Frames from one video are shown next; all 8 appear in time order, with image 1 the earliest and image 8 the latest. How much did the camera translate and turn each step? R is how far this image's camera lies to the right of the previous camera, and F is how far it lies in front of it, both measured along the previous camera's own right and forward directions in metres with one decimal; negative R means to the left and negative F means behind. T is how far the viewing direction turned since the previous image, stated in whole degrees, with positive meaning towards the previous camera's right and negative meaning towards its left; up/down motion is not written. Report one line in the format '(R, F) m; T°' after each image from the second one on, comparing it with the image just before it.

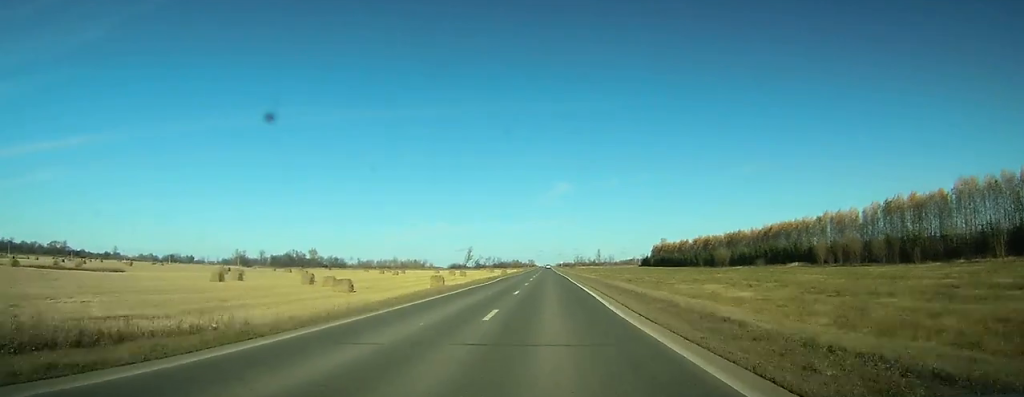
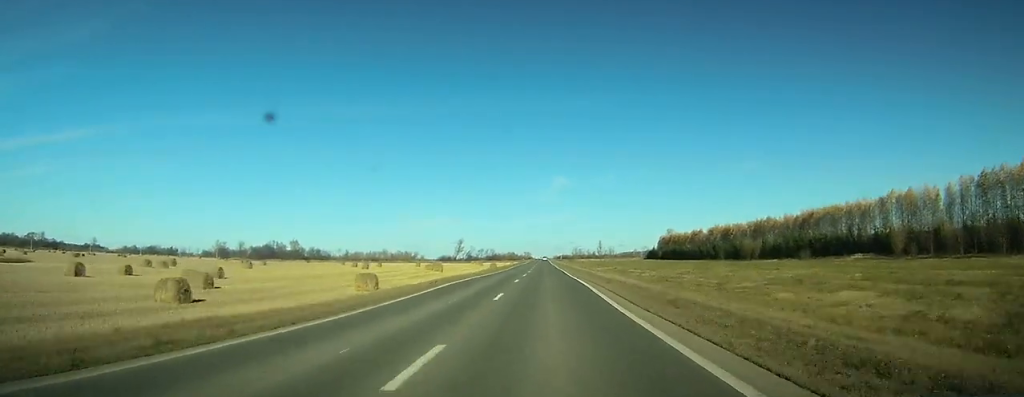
(0.0, +31.2) m; 0°
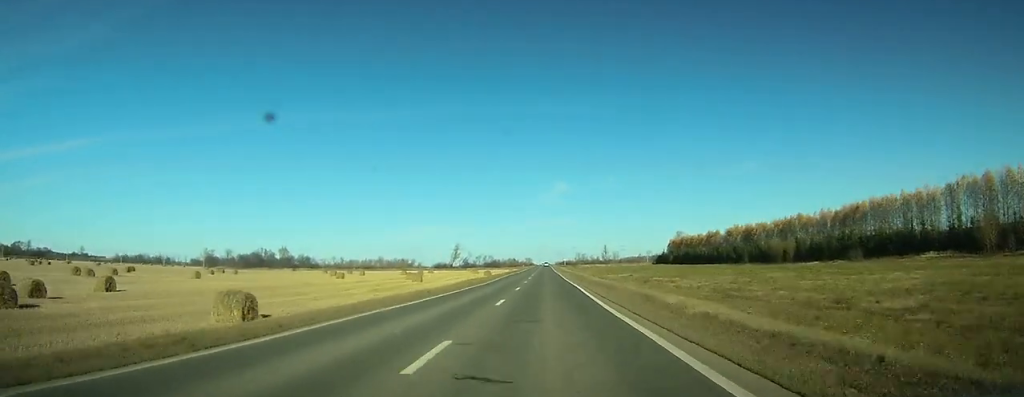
(0.0, +22.6) m; 0°
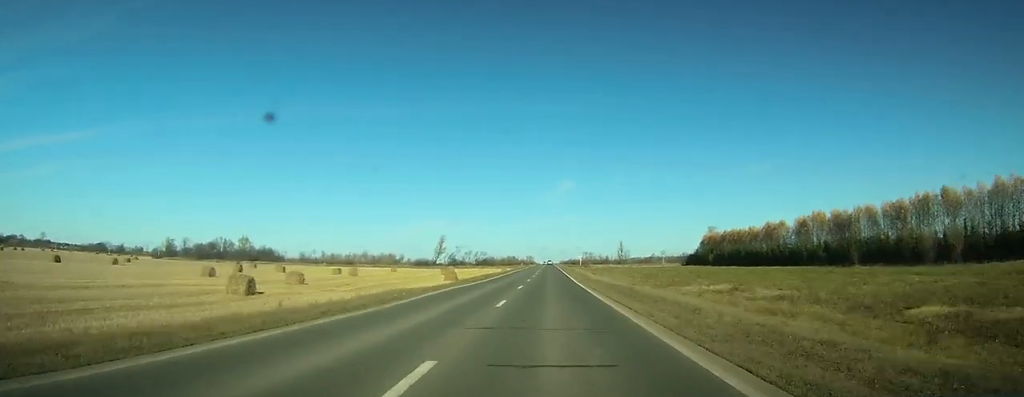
(0.0, +62.5) m; 0°
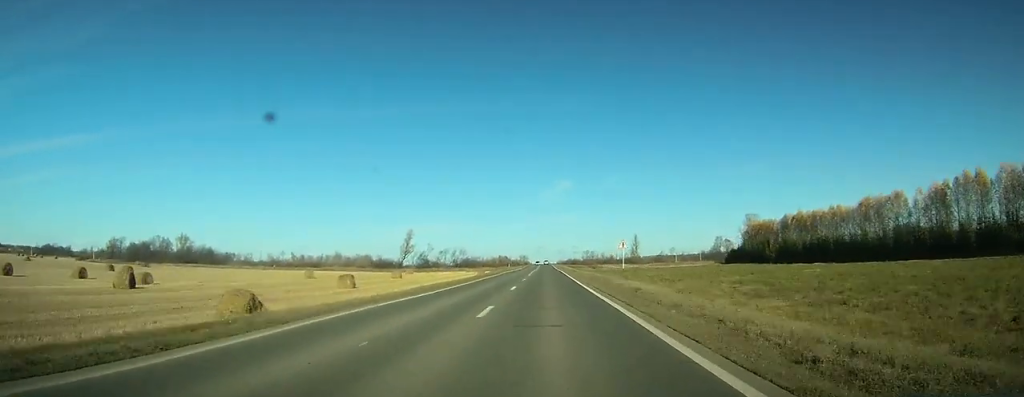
(+0.1, +62.3) m; 0°
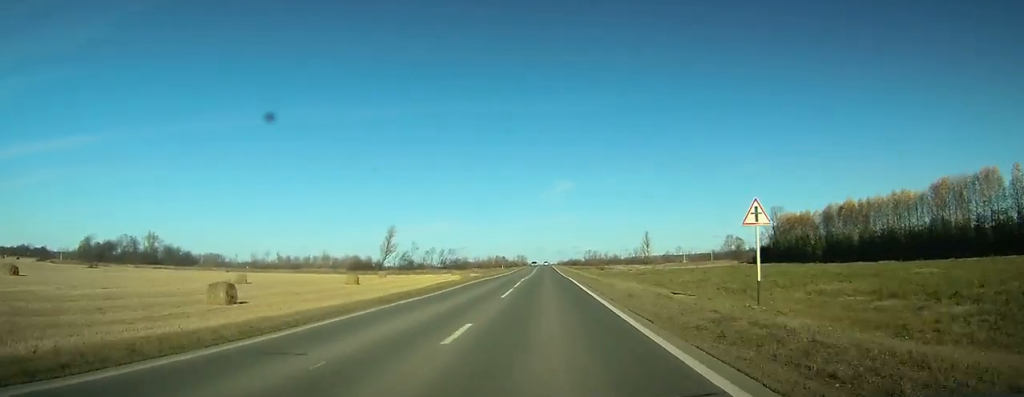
(0.0, +27.5) m; 0°
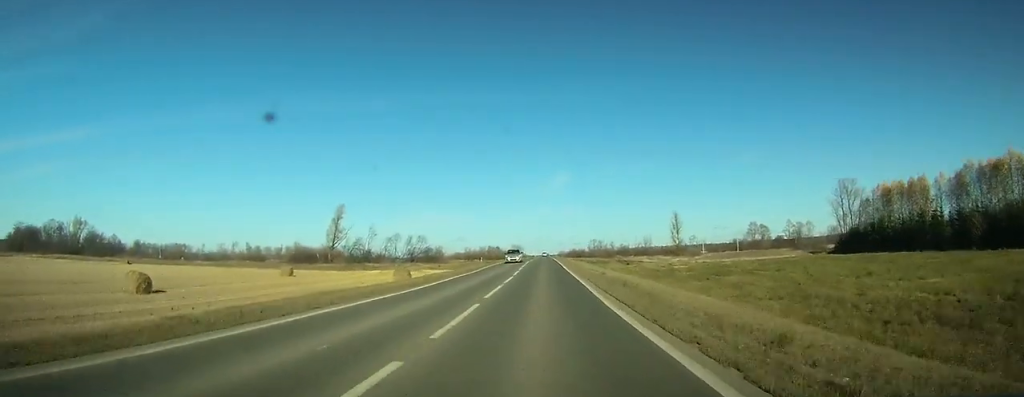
(0.0, +51.6) m; 0°
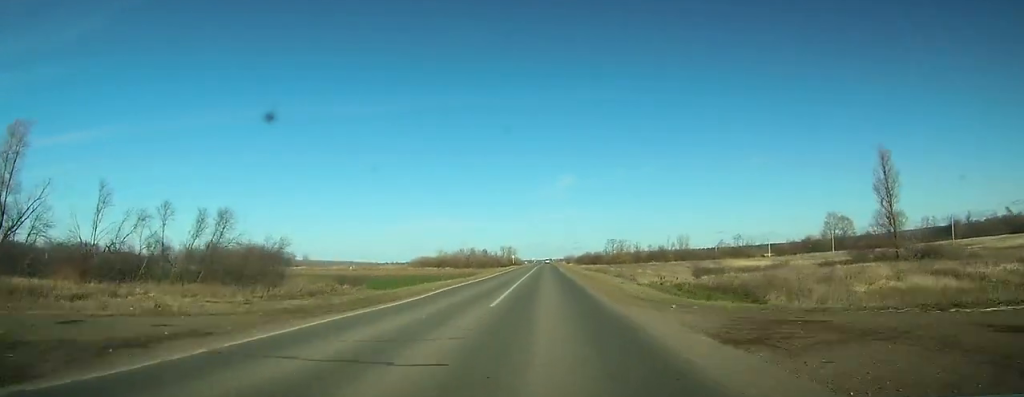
(-0.2, +105.8) m; 0°
